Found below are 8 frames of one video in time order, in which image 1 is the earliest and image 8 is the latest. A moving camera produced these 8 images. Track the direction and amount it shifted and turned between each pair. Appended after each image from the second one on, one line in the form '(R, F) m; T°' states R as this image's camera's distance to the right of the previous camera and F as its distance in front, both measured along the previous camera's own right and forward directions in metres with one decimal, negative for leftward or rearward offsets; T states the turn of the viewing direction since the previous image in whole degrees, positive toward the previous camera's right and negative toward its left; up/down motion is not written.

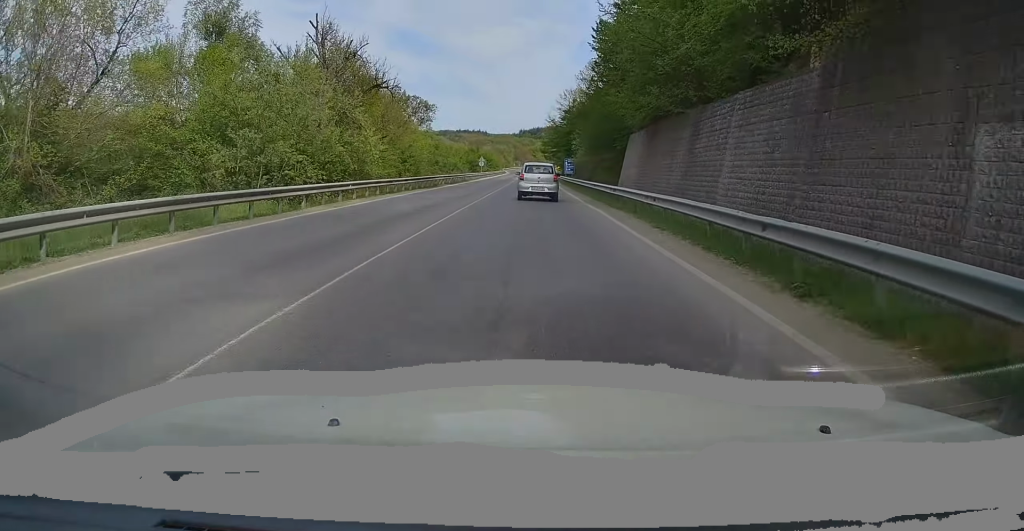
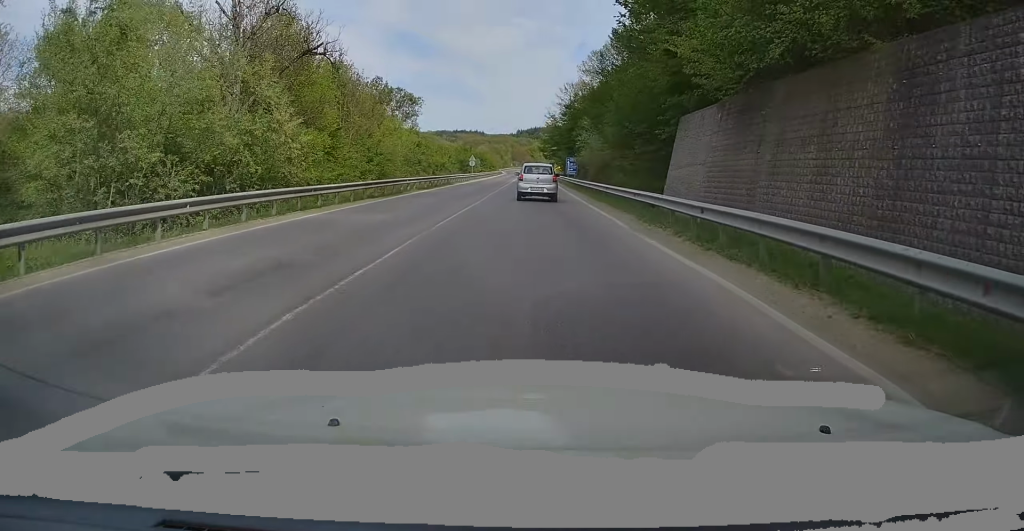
(-0.1, +12.6) m; 0°
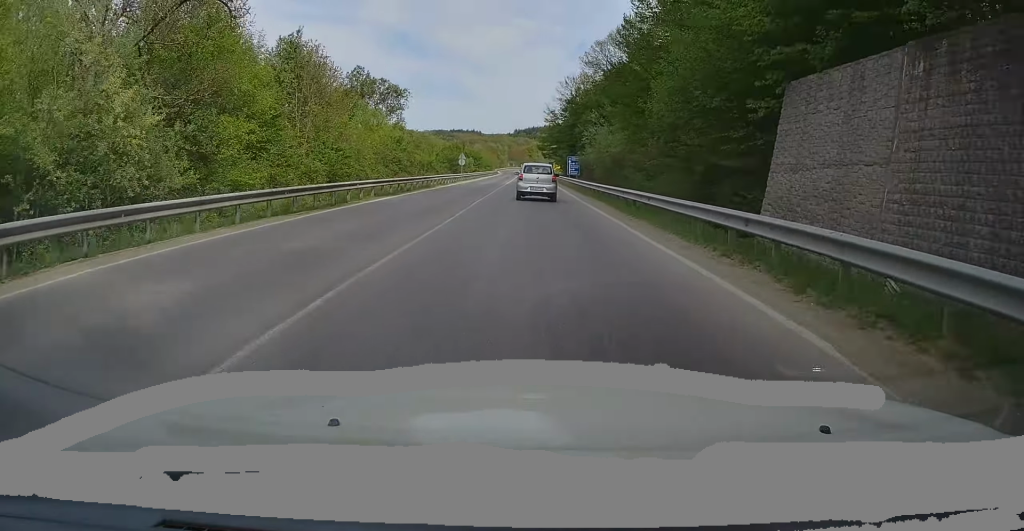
(0.0, +10.4) m; 0°
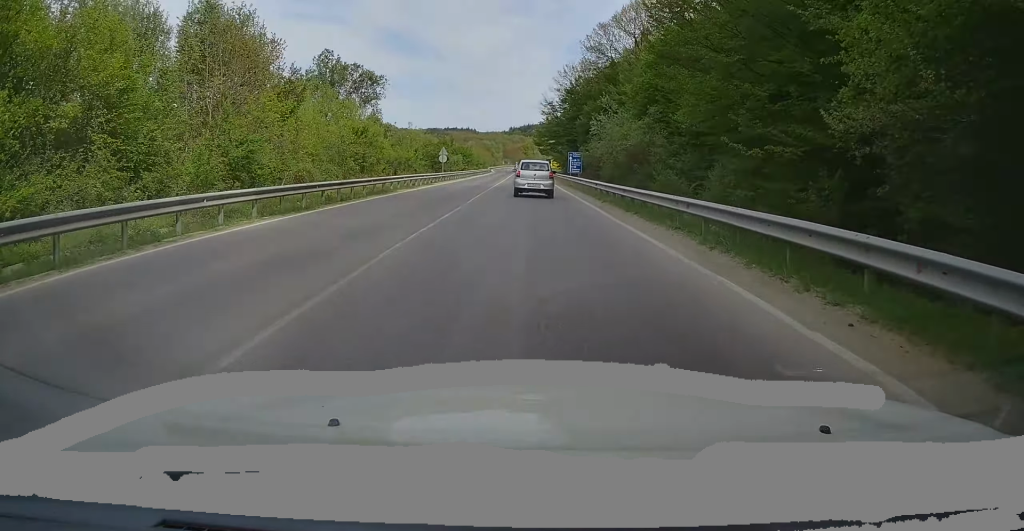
(0.0, +12.6) m; 0°
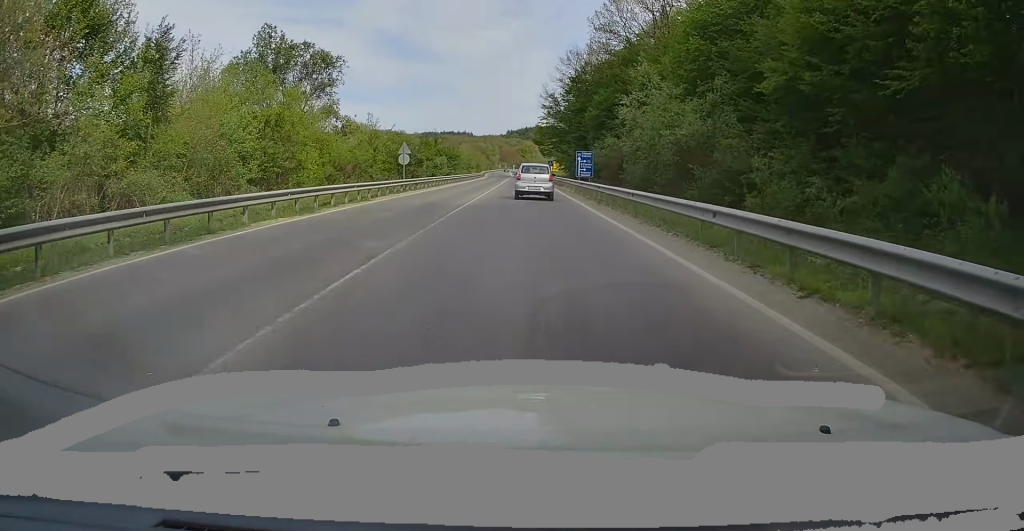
(0.0, +18.1) m; 0°
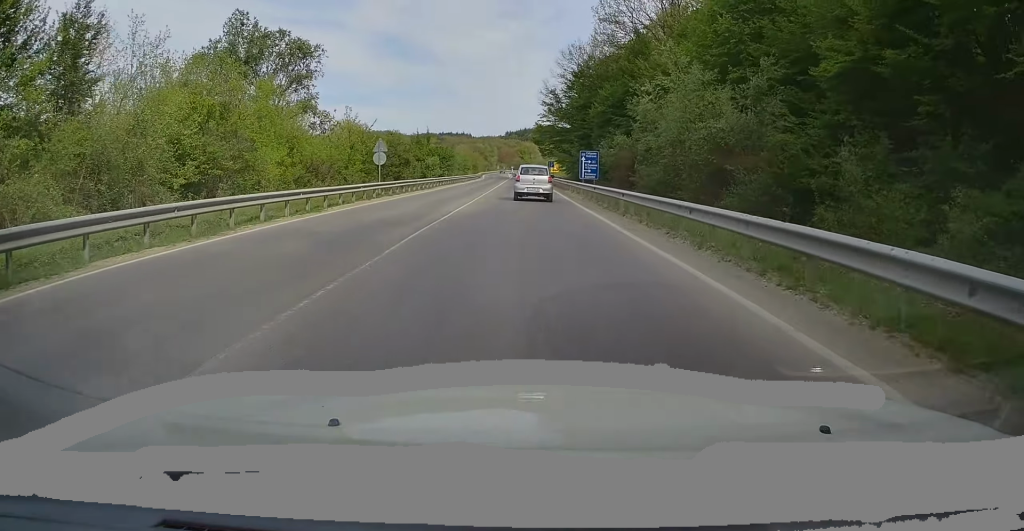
(0.0, +6.6) m; 0°
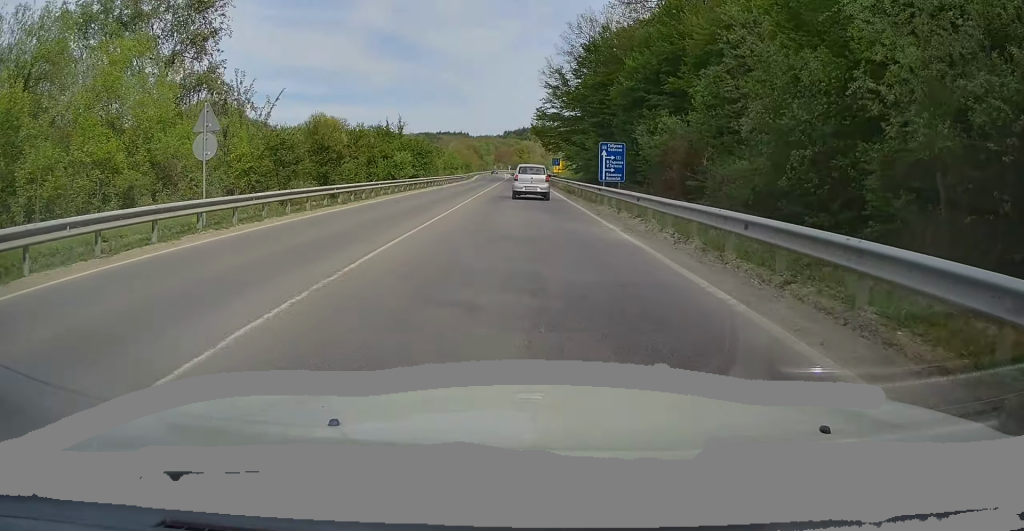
(+0.1, +19.2) m; +1°
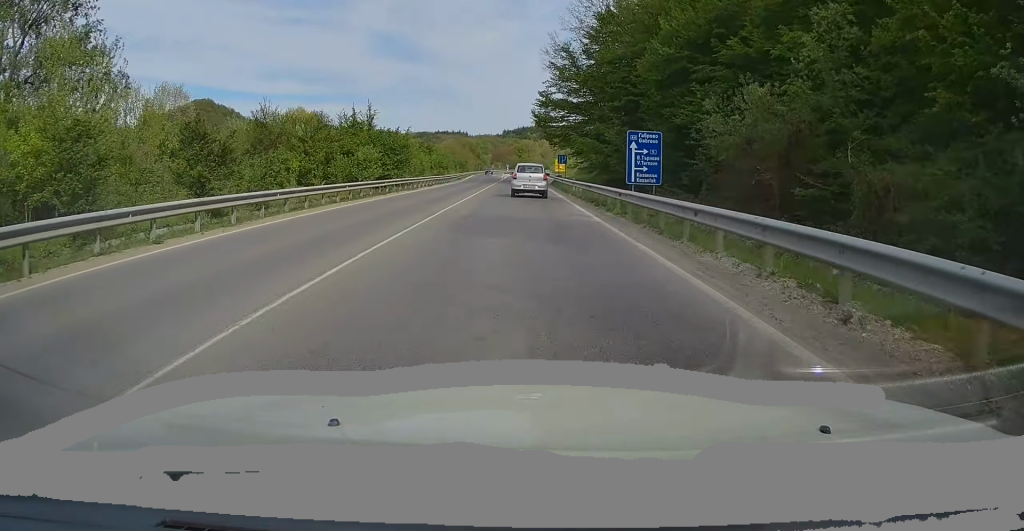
(+0.3, +13.9) m; 0°
